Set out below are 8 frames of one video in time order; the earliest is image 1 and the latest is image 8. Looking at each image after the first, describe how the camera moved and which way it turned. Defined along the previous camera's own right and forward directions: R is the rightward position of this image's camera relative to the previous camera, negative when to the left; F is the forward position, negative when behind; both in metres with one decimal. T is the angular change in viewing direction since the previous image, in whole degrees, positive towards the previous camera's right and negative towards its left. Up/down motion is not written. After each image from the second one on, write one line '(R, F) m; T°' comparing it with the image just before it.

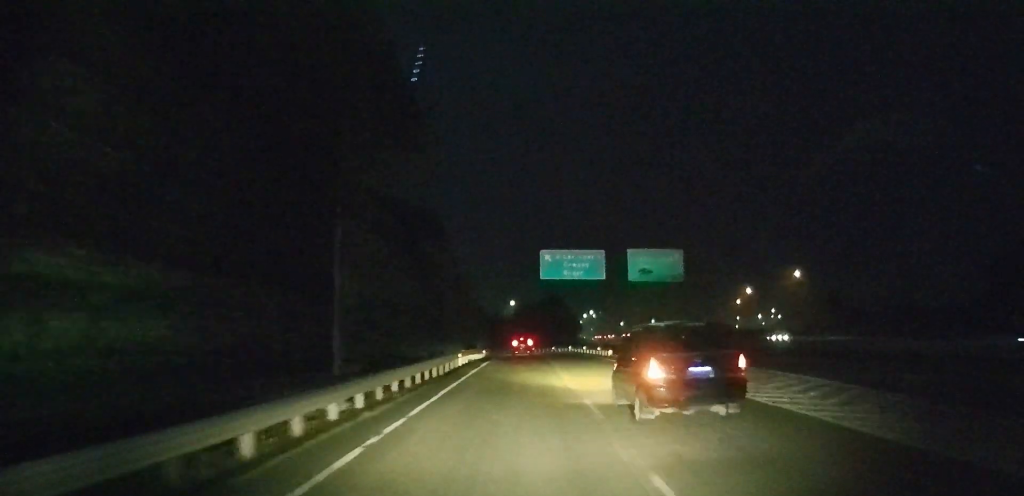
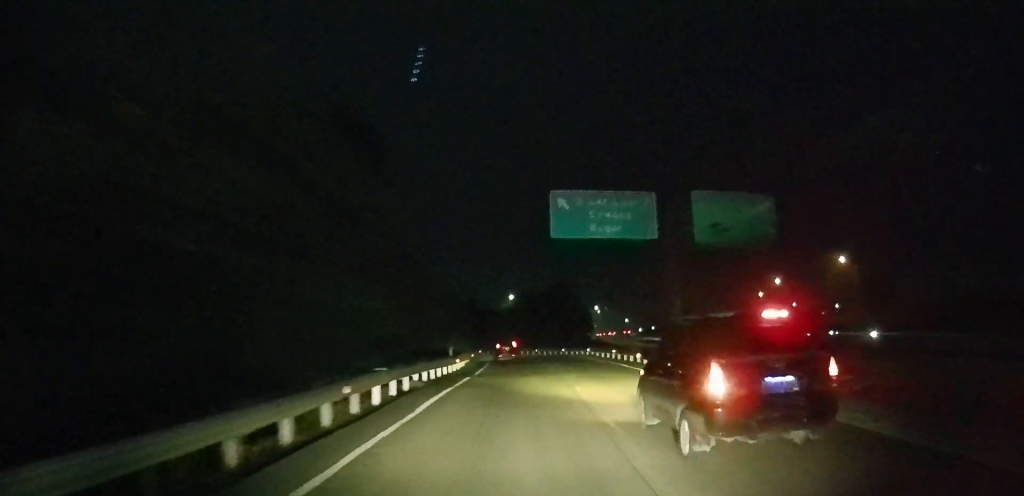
(+0.1, +20.4) m; 0°
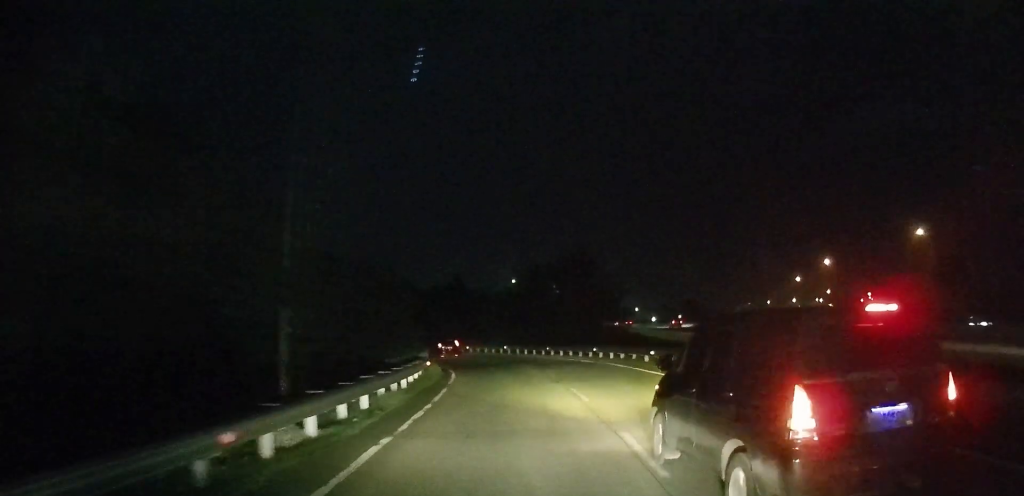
(-0.1, +26.8) m; -1°
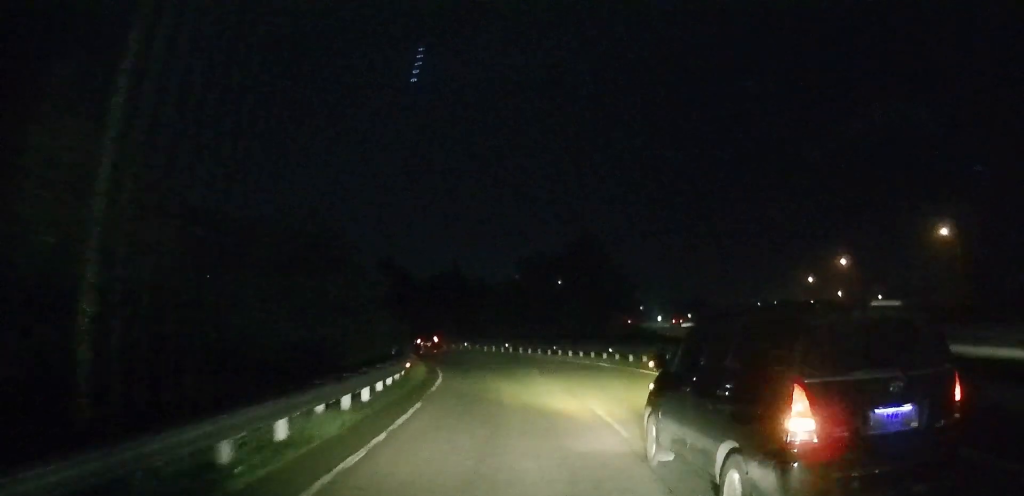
(0.0, +6.5) m; 0°
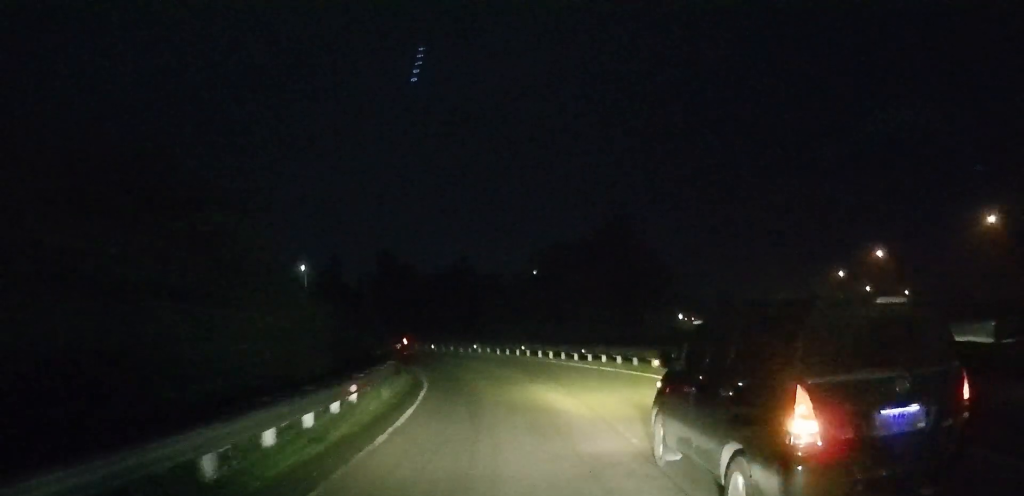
(0.0, +9.2) m; -1°
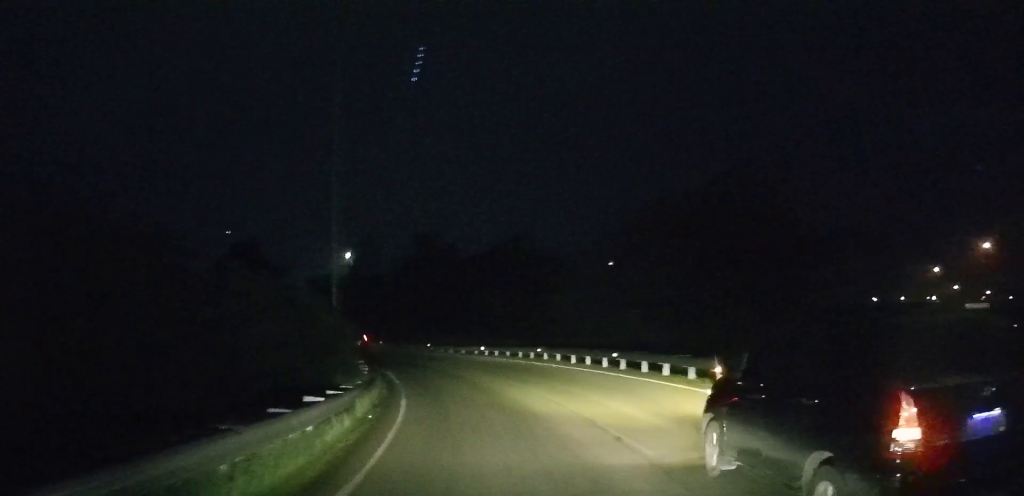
(-0.4, +17.1) m; -4°
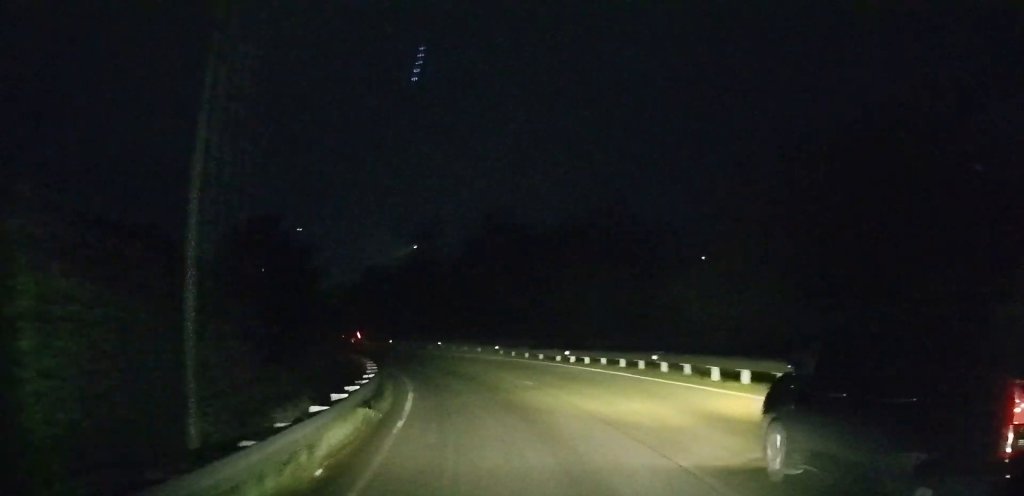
(-0.4, +12.2) m; -6°
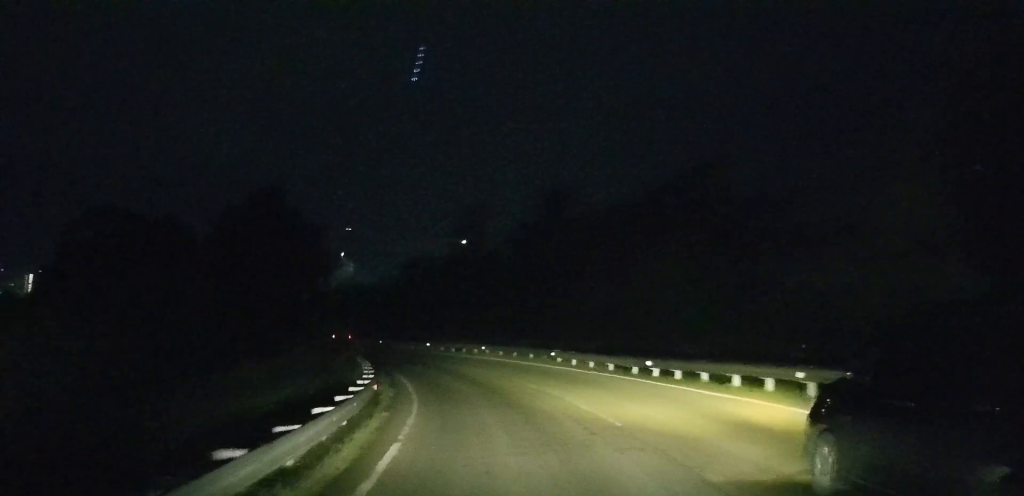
(-0.5, +9.1) m; -6°
